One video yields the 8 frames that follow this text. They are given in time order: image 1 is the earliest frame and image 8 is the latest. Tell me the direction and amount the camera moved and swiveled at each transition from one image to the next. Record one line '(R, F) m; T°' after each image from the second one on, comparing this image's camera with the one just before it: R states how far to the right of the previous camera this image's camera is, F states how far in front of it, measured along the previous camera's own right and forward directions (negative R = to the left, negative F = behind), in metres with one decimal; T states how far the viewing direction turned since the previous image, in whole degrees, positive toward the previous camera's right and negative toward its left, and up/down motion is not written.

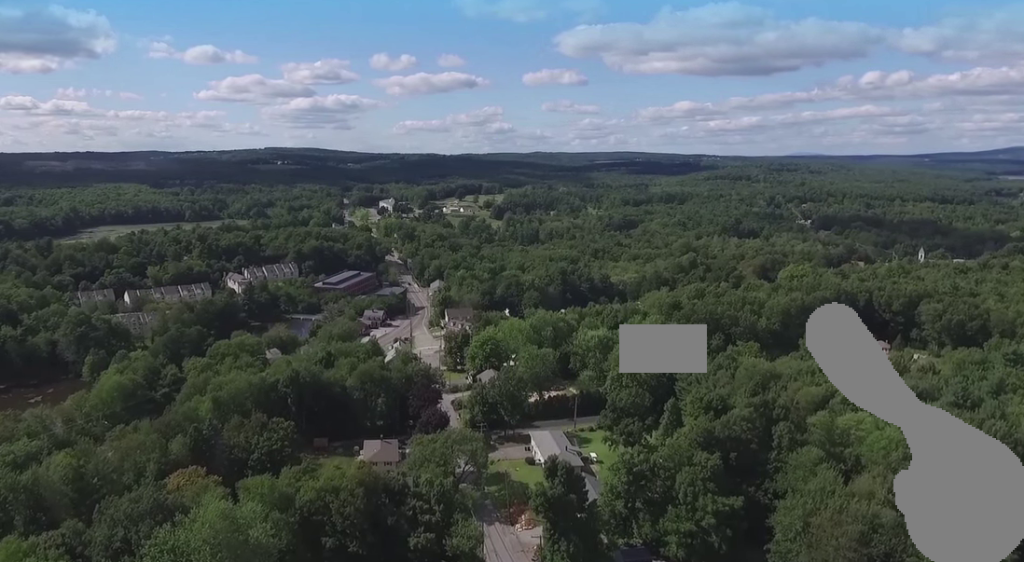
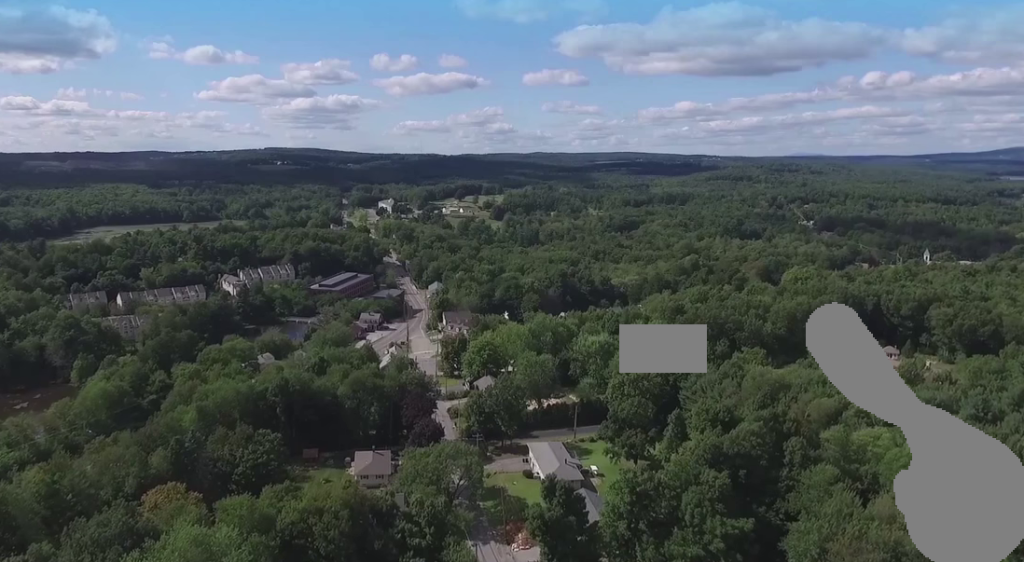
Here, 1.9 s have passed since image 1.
(0.0, +7.9) m; 0°
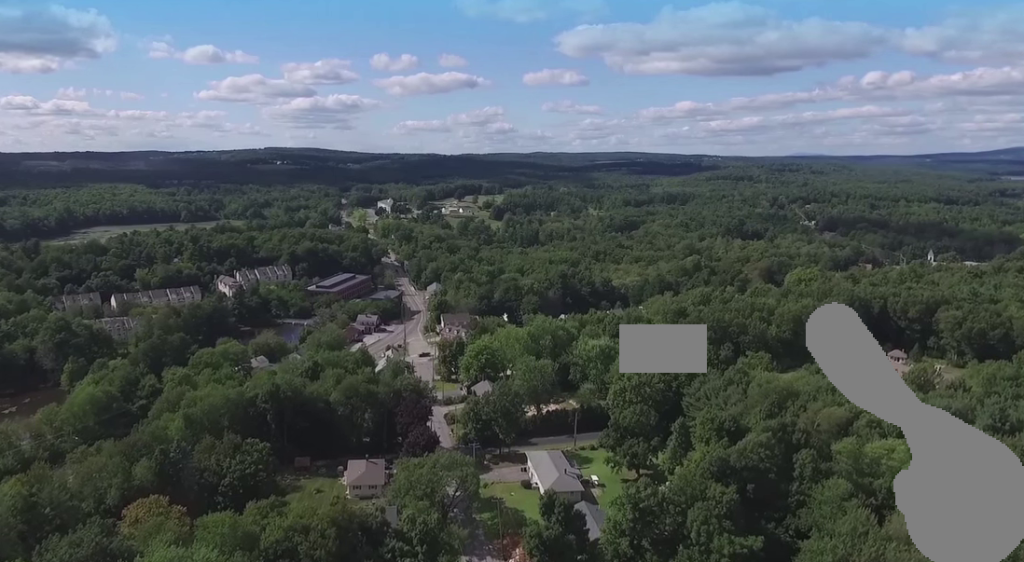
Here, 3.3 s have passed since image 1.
(0.0, +5.9) m; 0°
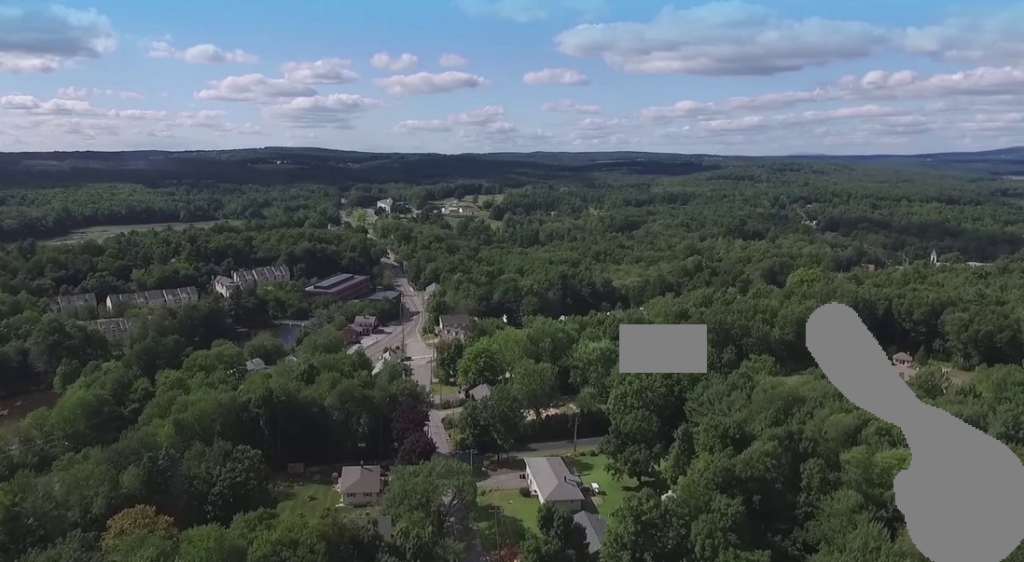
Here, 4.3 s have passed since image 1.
(0.0, +4.2) m; 0°
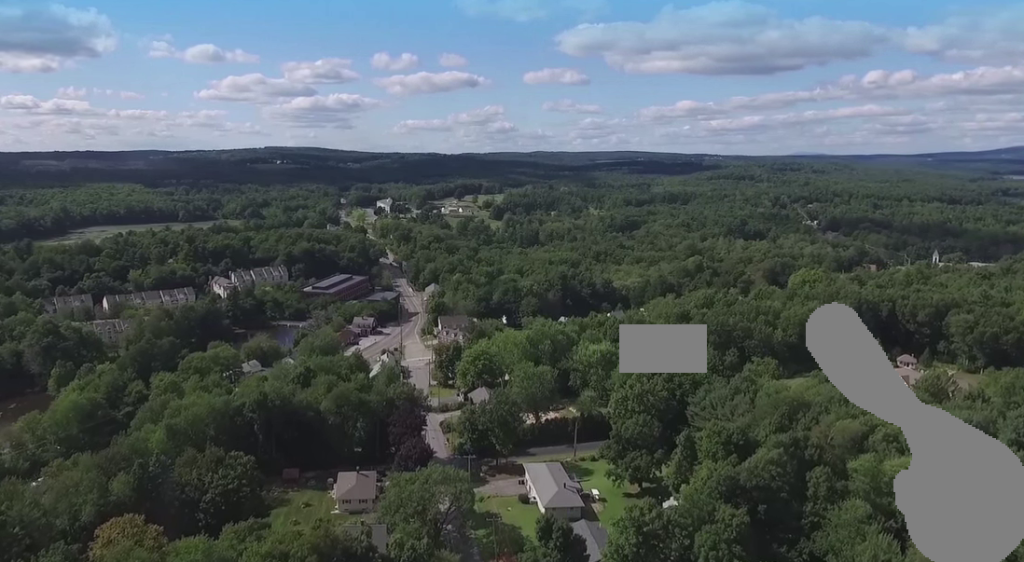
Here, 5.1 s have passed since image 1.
(0.0, +3.4) m; 0°
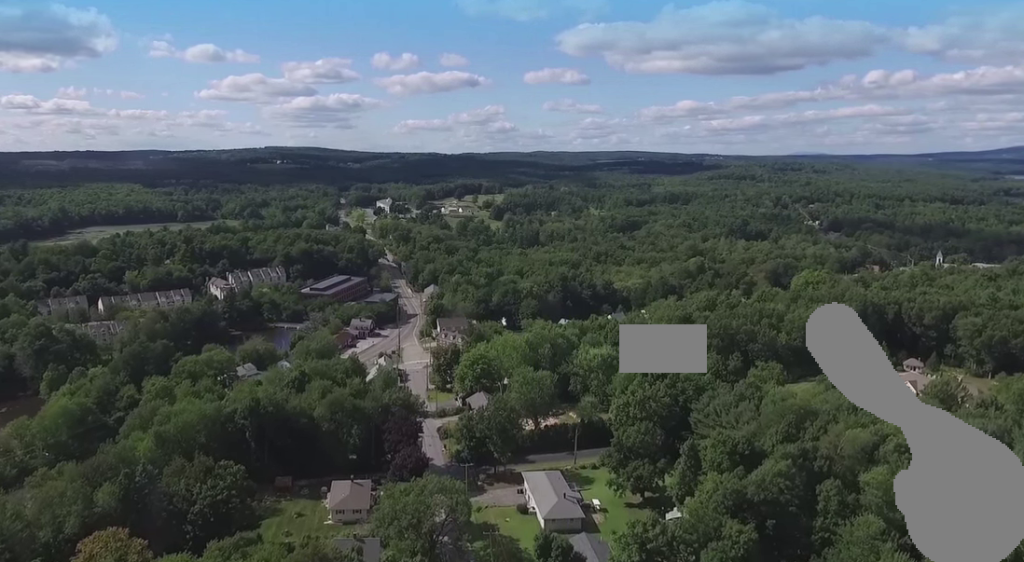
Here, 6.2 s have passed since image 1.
(0.0, +5.0) m; 0°
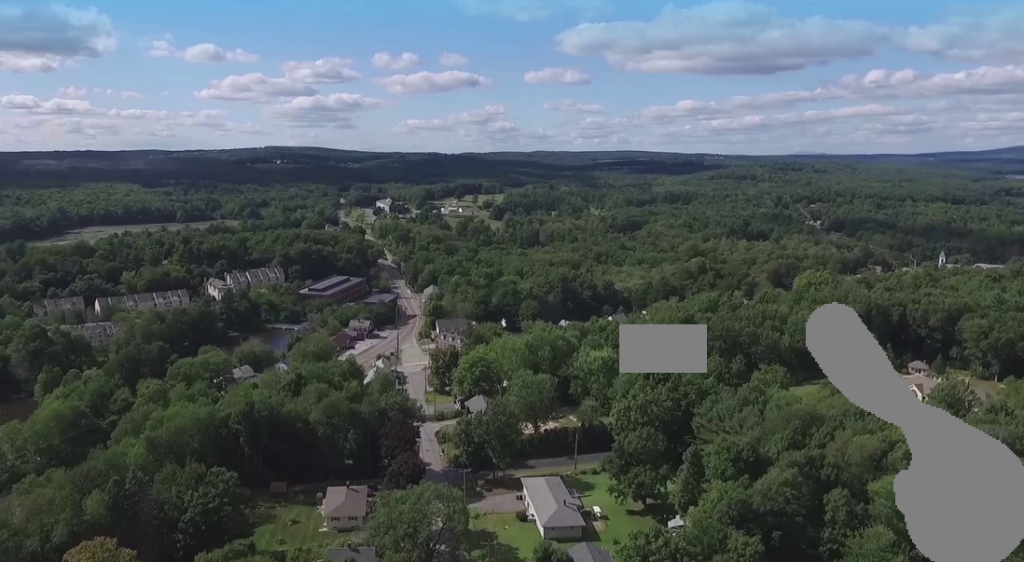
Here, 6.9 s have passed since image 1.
(0.0, +3.3) m; 0°
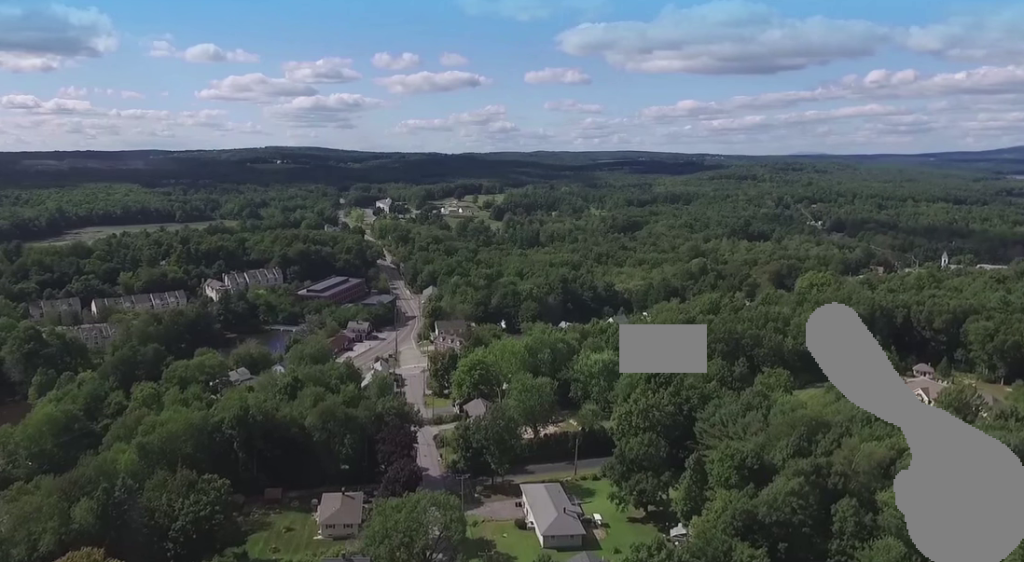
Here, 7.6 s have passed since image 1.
(0.0, +3.1) m; -1°
